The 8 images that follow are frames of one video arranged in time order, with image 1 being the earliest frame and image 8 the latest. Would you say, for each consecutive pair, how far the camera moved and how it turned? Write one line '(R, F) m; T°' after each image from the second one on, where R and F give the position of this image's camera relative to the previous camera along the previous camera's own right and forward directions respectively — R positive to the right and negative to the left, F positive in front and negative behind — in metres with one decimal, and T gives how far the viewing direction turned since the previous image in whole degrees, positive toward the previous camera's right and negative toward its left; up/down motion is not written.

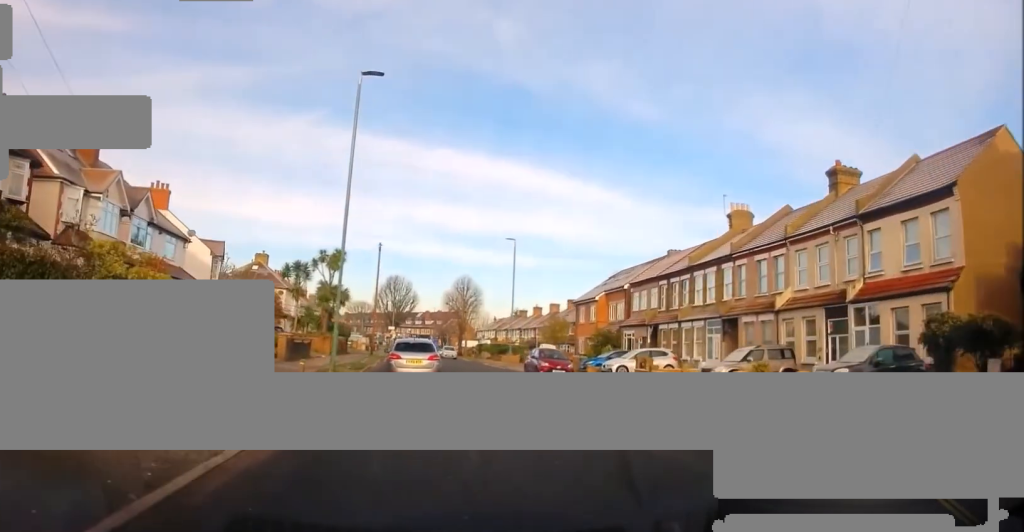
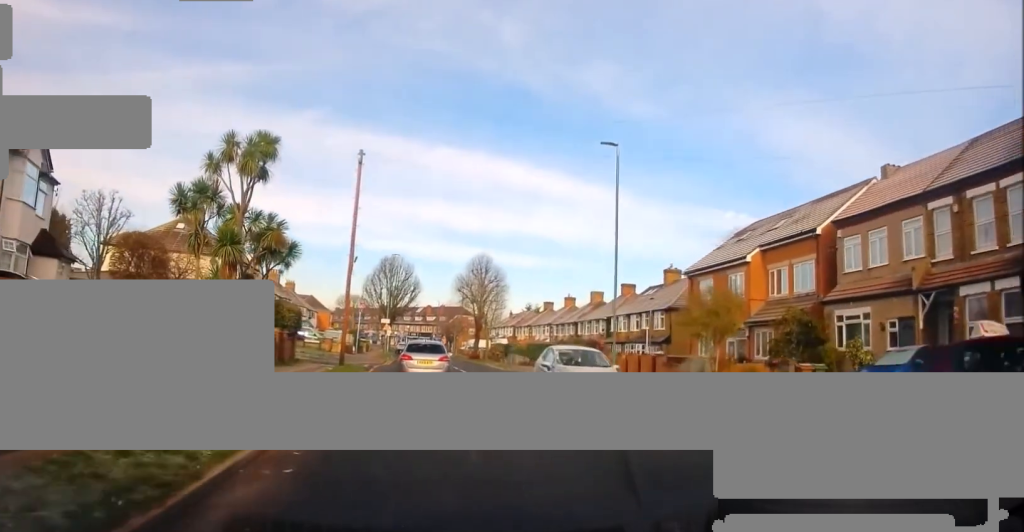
(+1.0, +27.9) m; +3°
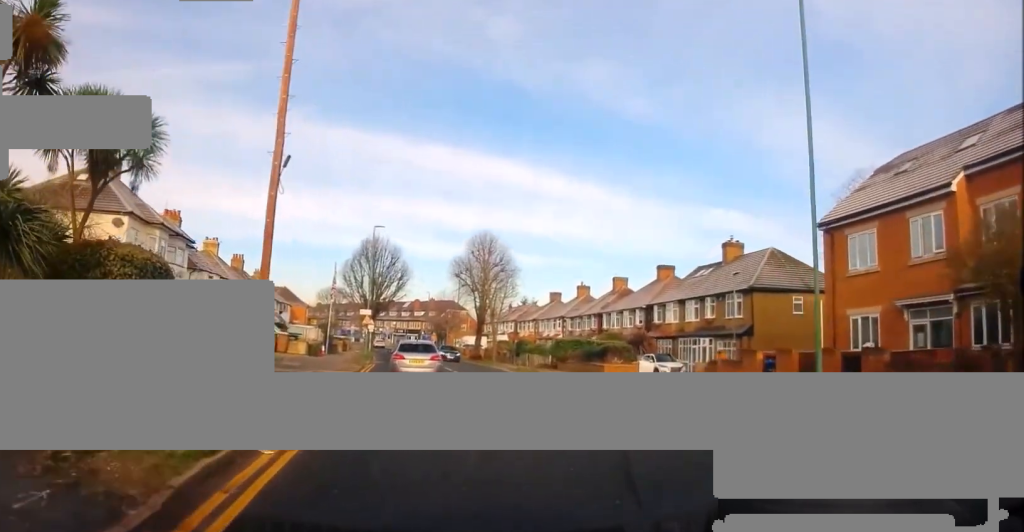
(-0.3, +17.1) m; -1°
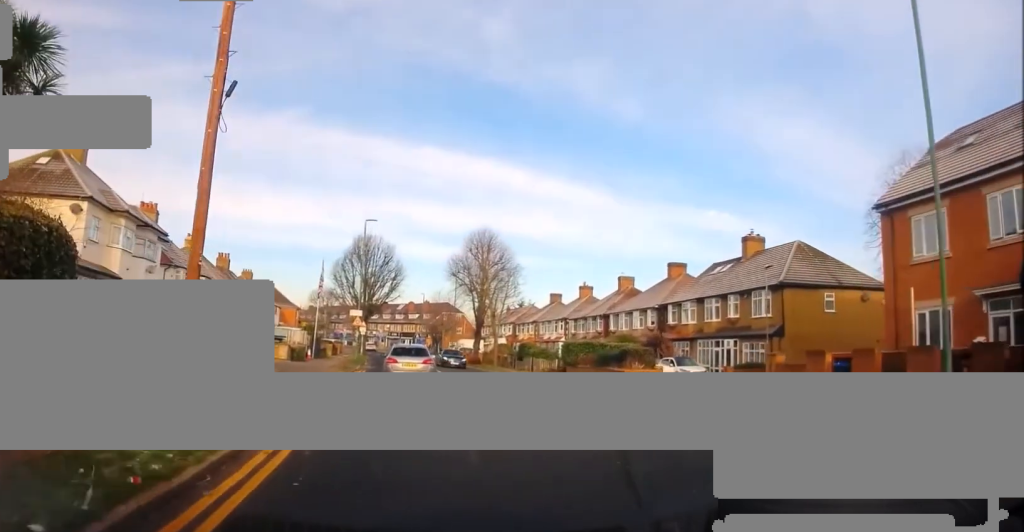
(+0.1, +4.4) m; +1°
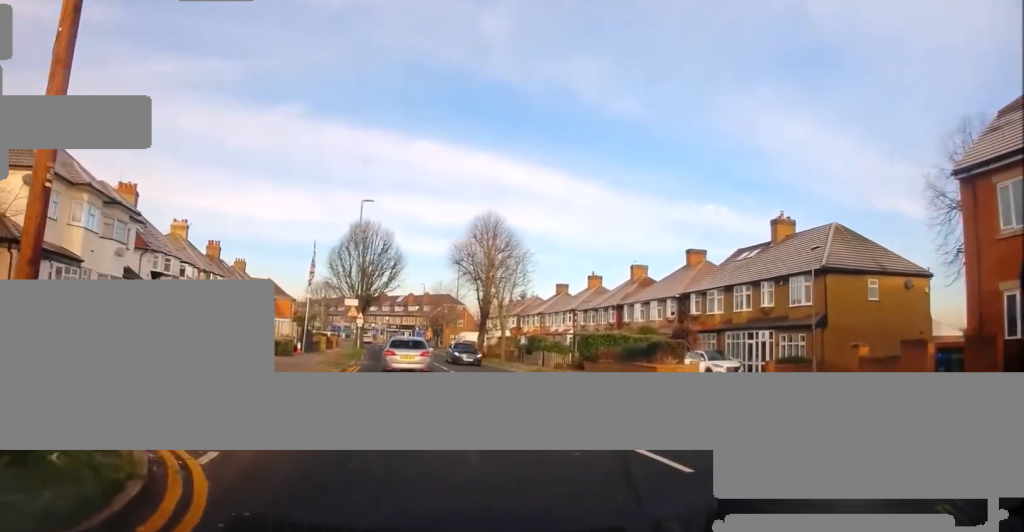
(+0.1, +4.3) m; +1°
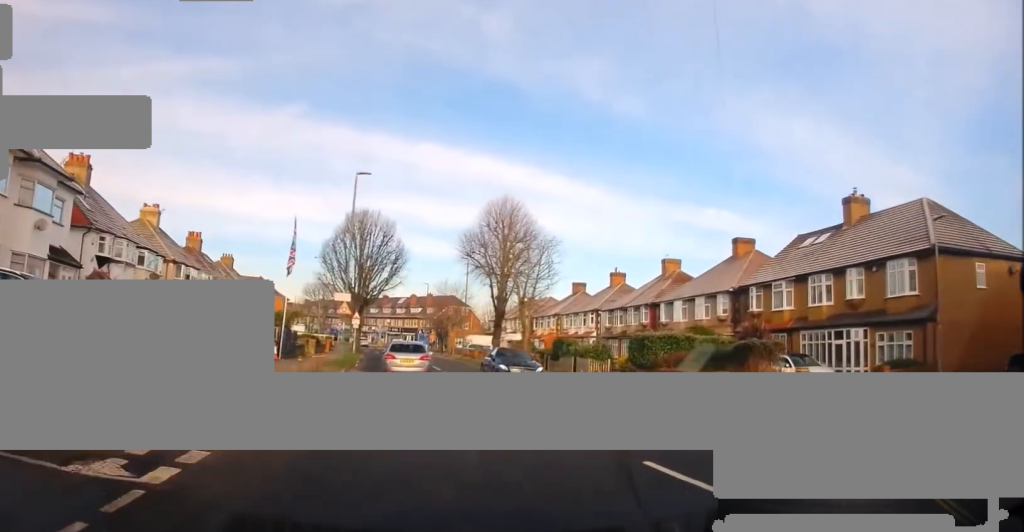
(+0.1, +7.8) m; +2°
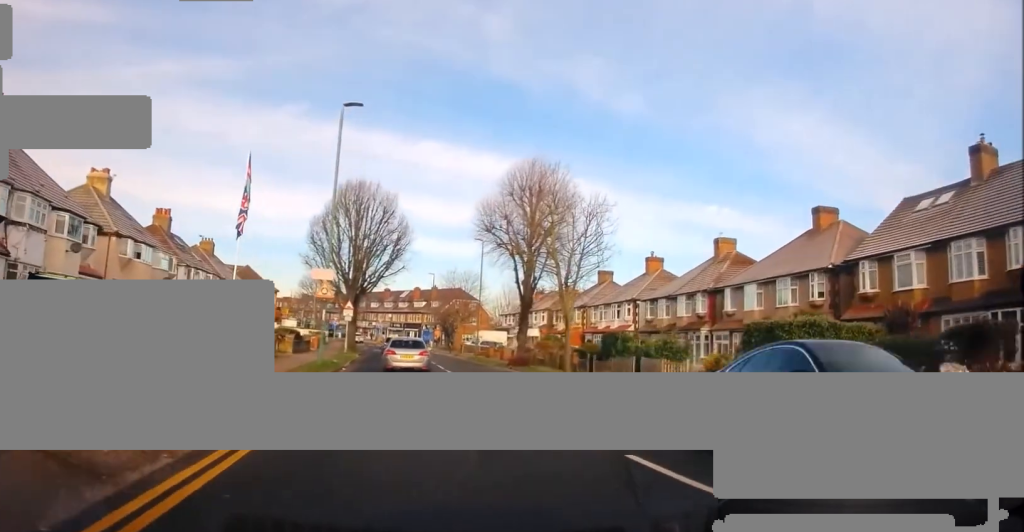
(+0.2, +9.7) m; +1°
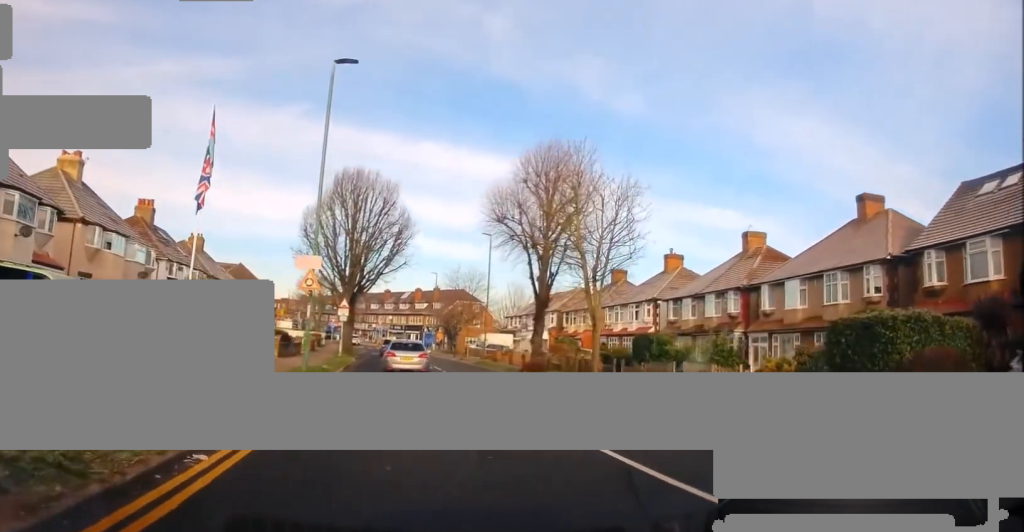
(0.0, +4.5) m; 0°
